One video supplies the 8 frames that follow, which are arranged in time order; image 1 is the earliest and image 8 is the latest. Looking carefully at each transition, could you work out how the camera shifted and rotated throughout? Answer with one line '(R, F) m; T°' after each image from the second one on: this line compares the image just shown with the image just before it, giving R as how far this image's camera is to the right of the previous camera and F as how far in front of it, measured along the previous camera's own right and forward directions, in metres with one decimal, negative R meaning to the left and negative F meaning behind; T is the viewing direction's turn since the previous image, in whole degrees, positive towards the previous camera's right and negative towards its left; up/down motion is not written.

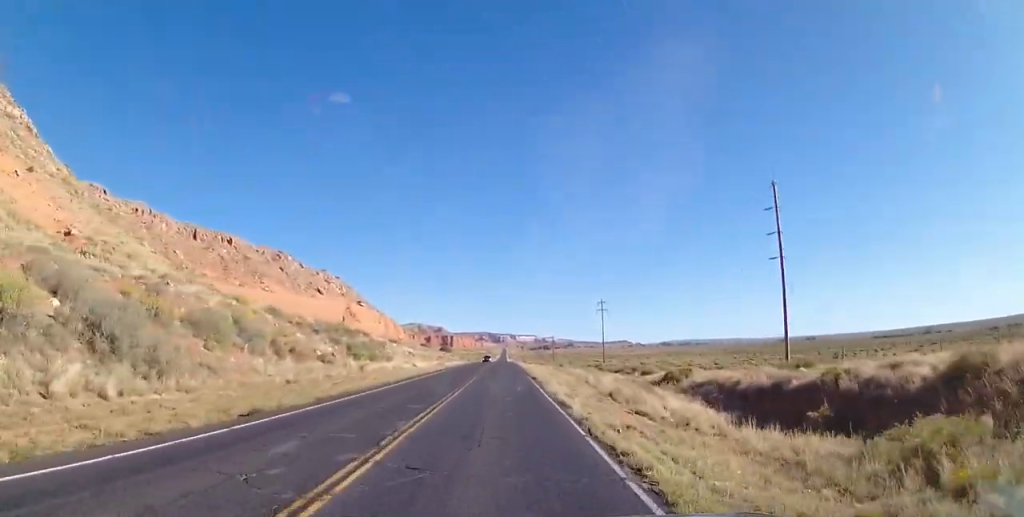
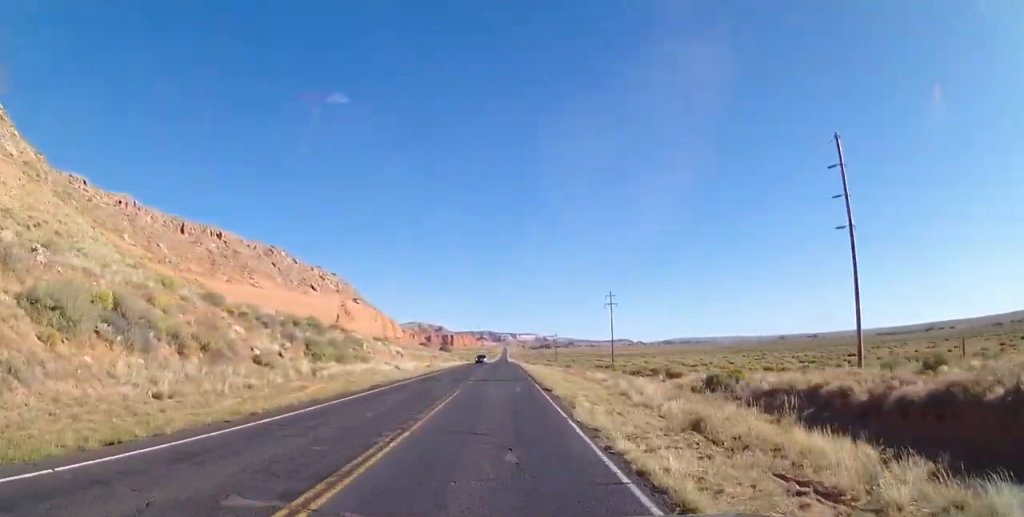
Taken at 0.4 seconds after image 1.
(0.0, +11.0) m; 0°
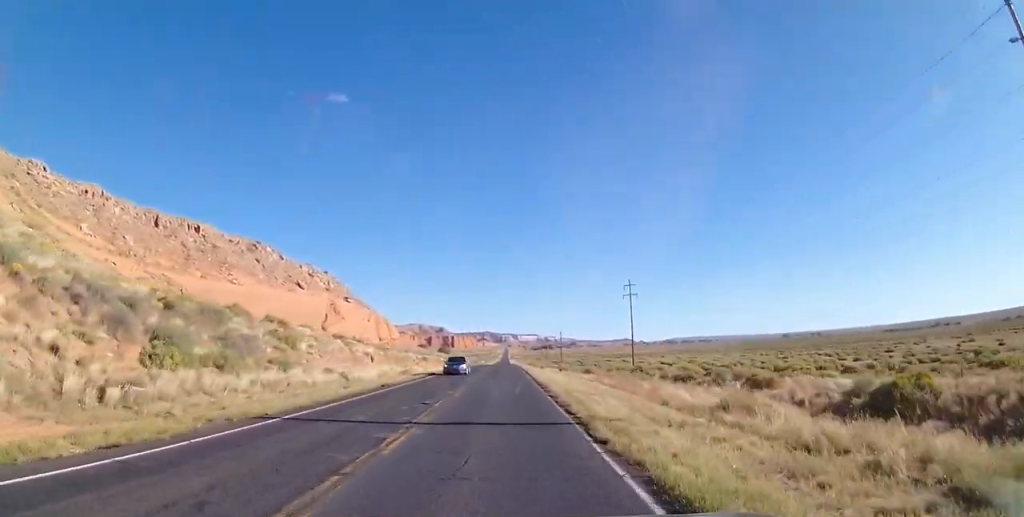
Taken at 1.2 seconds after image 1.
(0.0, +19.5) m; 0°
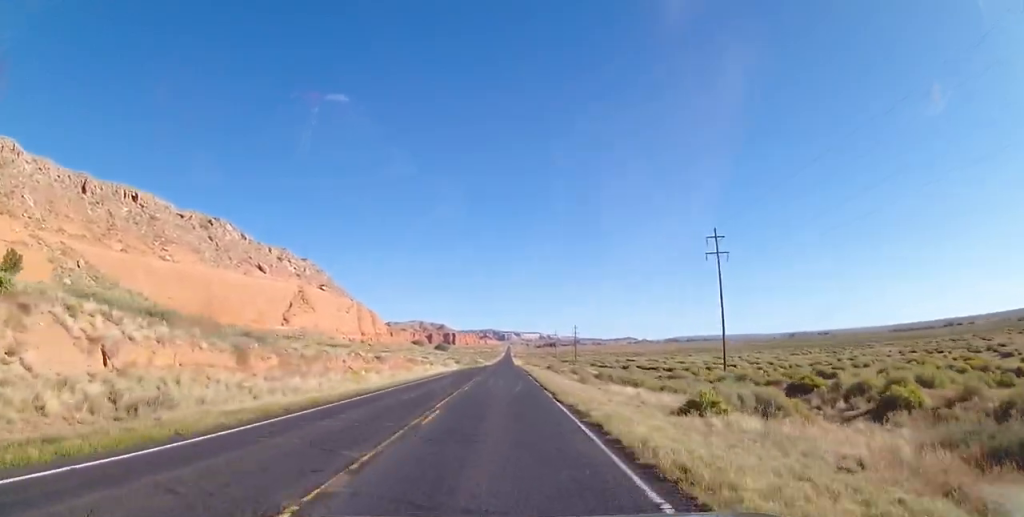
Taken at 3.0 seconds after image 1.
(-0.1, +45.7) m; 0°
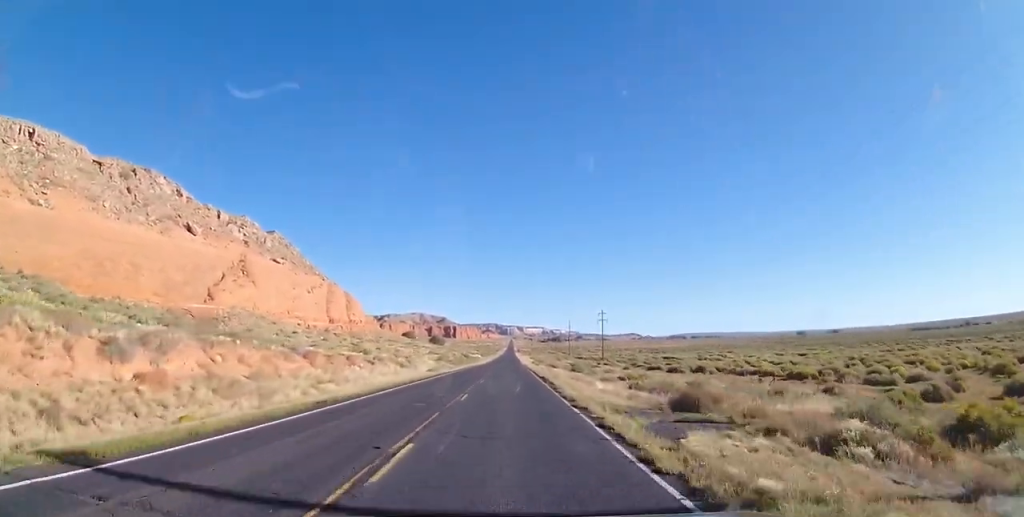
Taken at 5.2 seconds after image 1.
(-0.4, +55.4) m; -1°
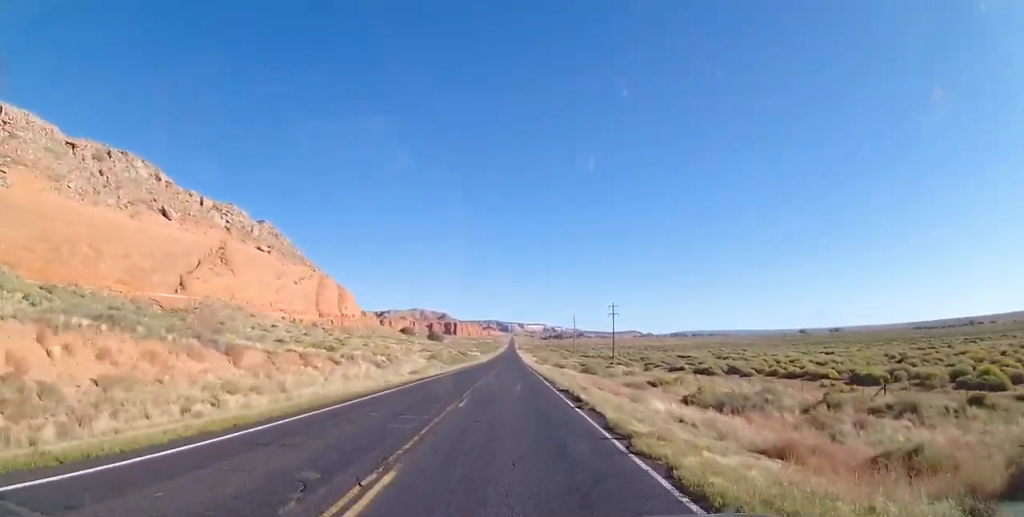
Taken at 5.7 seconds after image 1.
(0.0, +14.5) m; 0°
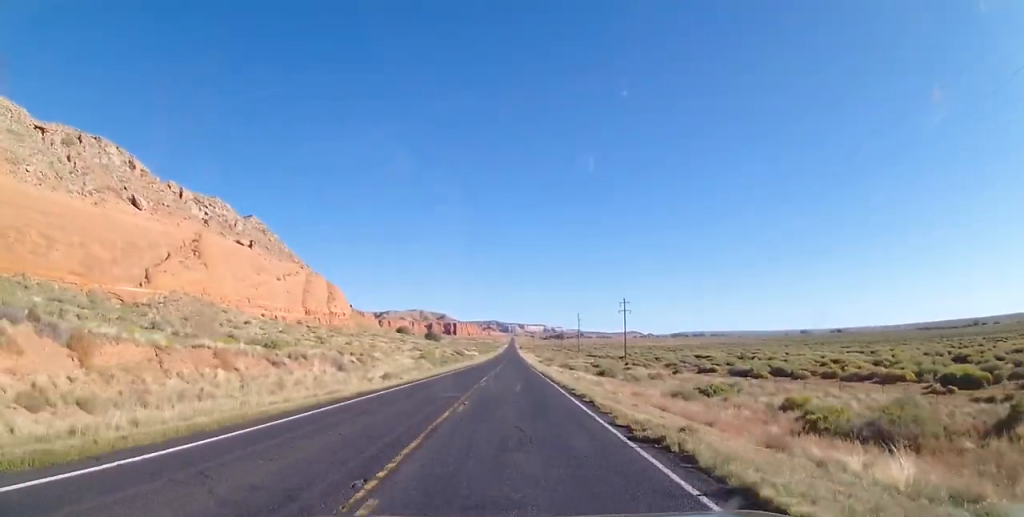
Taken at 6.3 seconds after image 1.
(0.0, +14.5) m; 0°
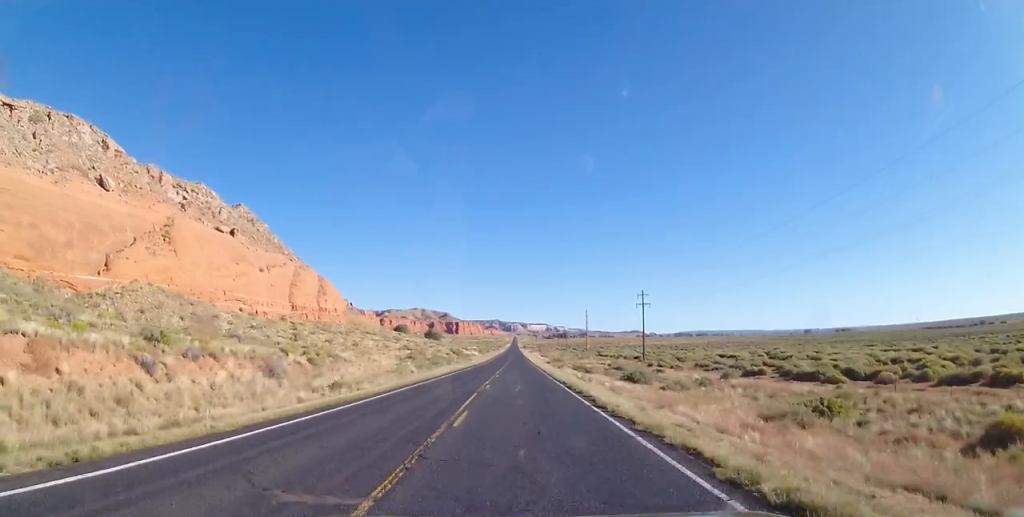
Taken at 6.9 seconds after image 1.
(+0.1, +15.3) m; -1°
